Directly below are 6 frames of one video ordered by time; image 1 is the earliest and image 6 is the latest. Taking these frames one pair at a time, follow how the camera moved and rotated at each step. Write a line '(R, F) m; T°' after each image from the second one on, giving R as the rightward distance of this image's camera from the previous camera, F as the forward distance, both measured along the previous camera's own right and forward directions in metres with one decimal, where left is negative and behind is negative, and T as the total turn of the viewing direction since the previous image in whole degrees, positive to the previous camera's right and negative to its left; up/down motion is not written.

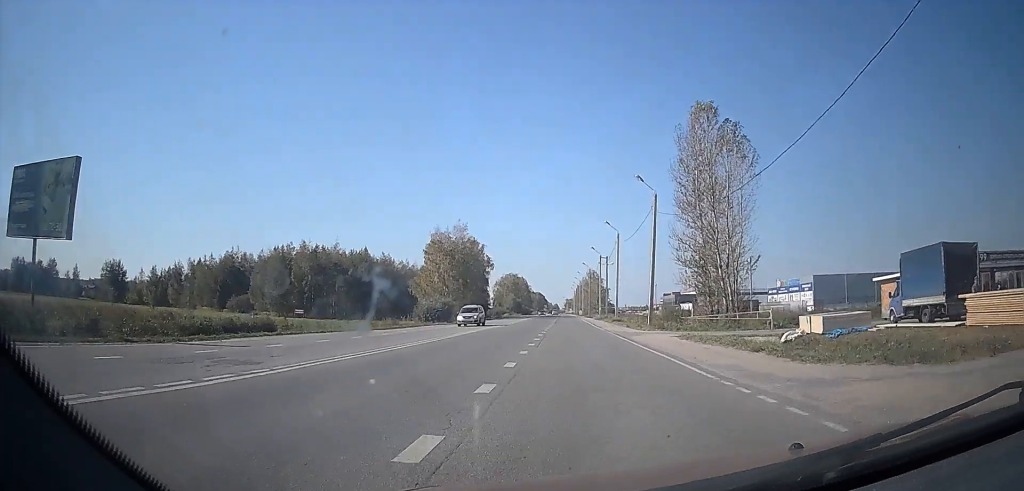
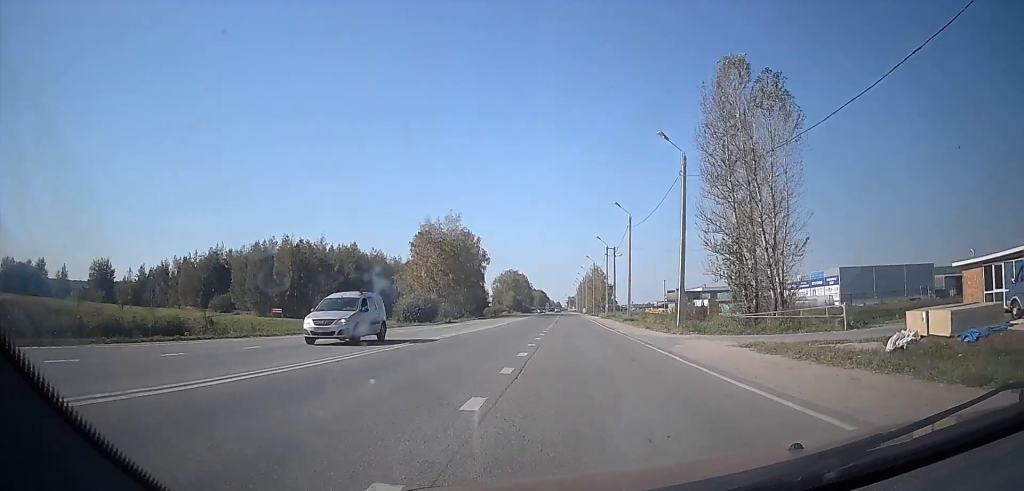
(-0.7, +9.5) m; -5°
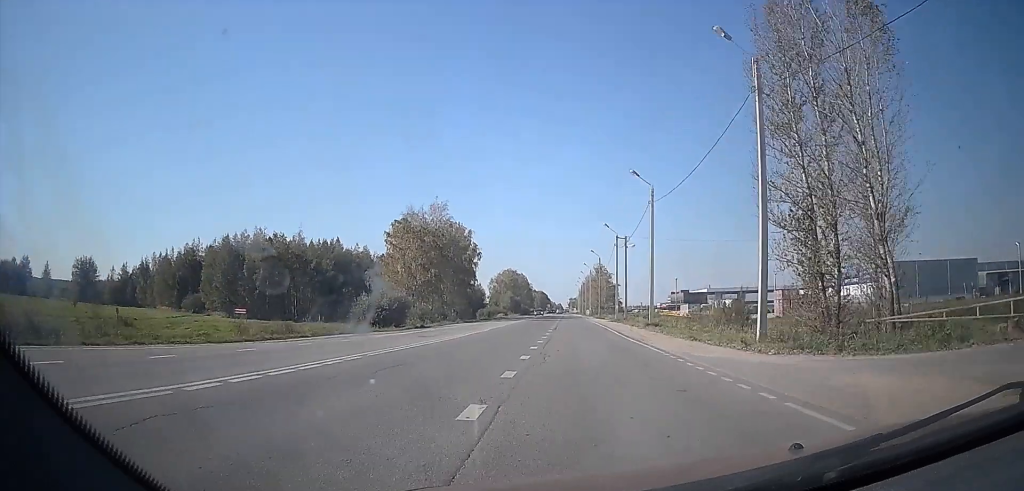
(-0.4, +12.4) m; -2°
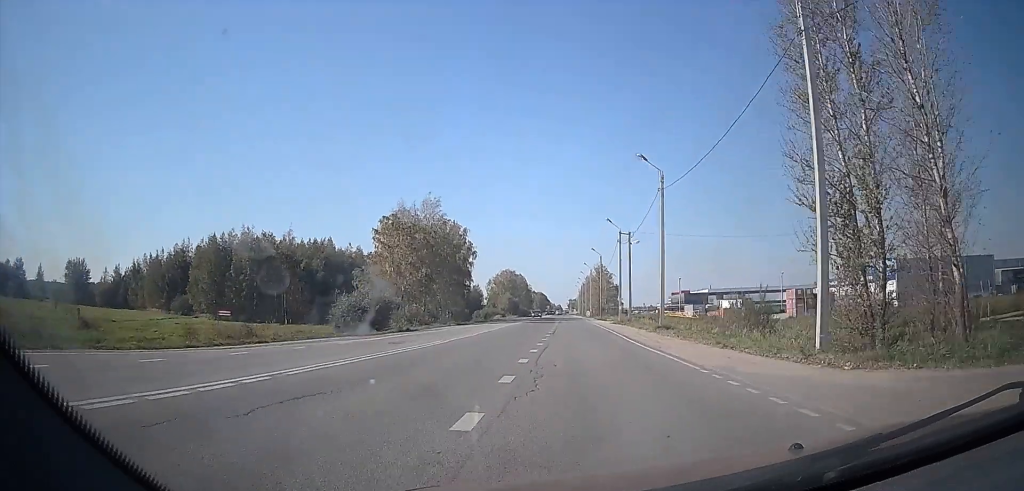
(0.0, +4.4) m; 0°
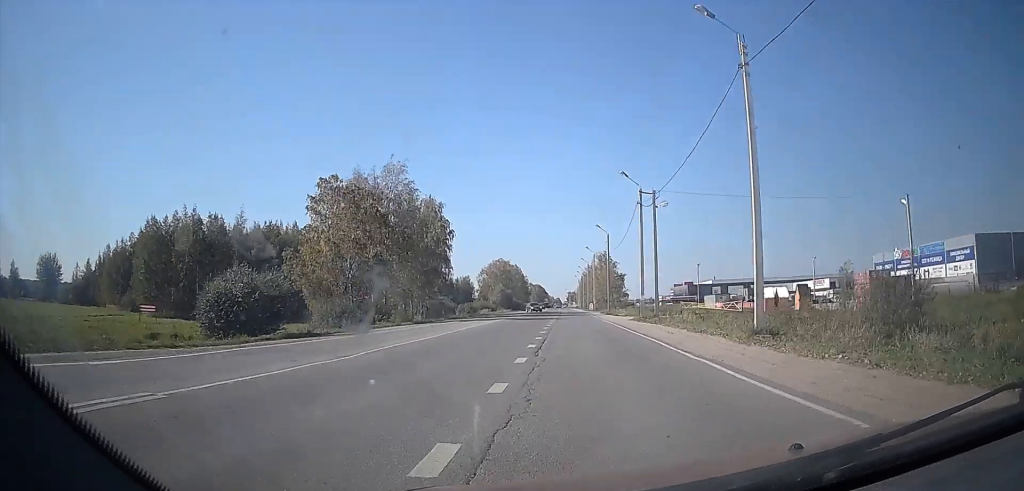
(0.0, +17.4) m; 0°
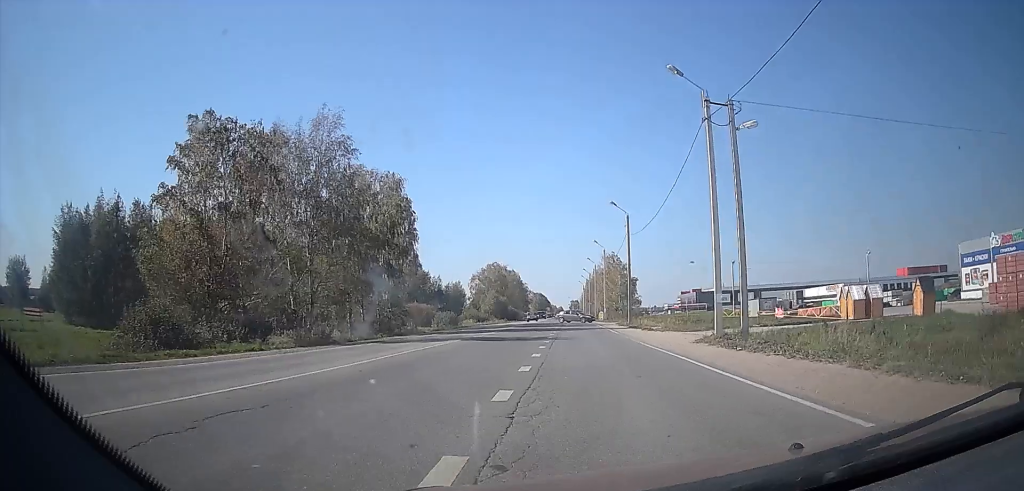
(+0.2, +21.4) m; +1°
